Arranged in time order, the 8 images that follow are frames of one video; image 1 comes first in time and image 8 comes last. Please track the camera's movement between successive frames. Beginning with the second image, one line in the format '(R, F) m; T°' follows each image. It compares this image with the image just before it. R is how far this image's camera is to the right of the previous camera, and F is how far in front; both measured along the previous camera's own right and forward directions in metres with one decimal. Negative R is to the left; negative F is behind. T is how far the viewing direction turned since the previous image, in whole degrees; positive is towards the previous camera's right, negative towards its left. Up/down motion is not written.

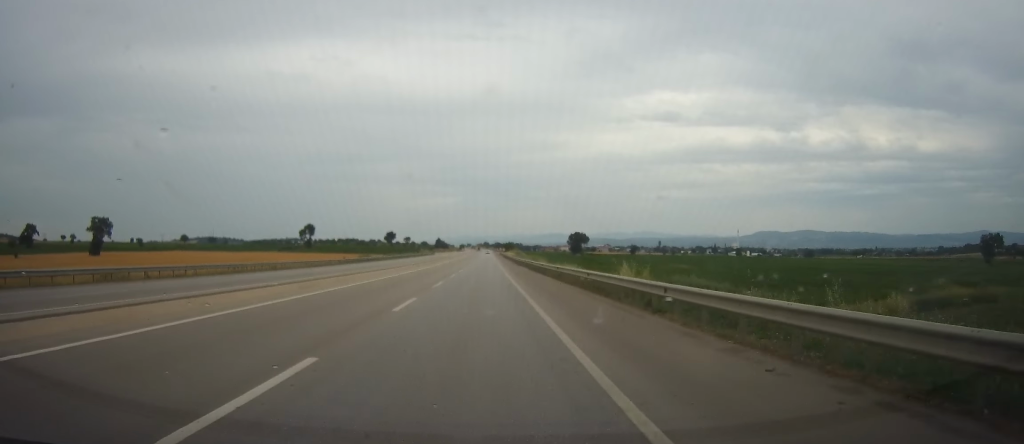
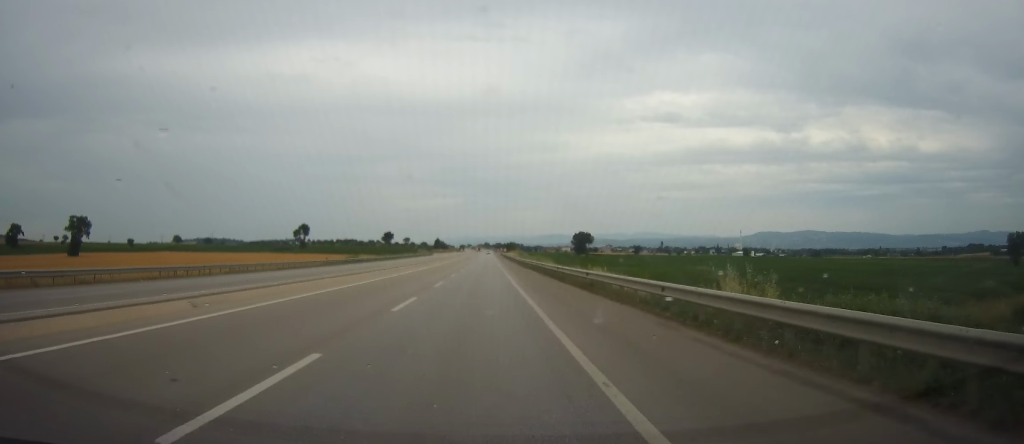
(0.0, +12.2) m; 0°
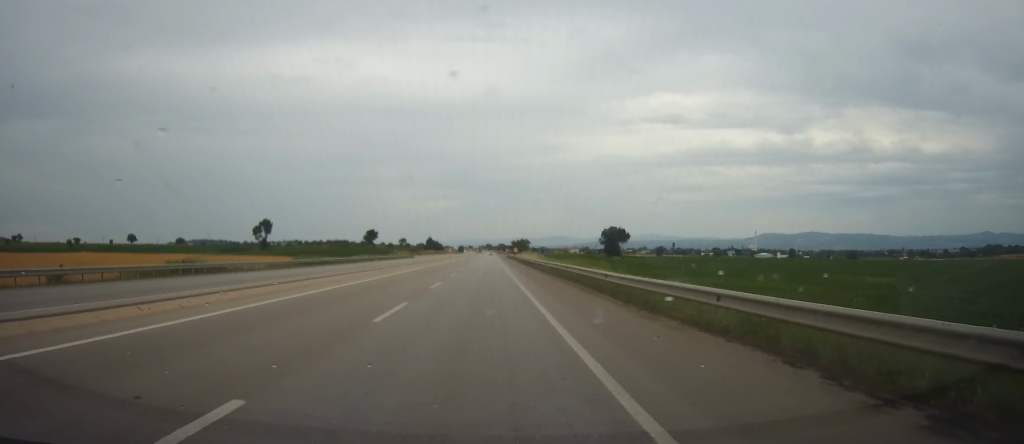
(+0.9, +63.8) m; +1°
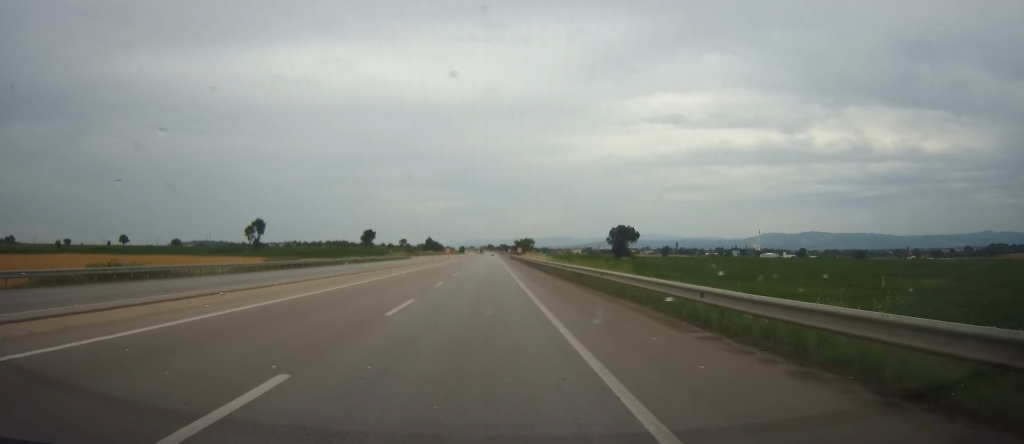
(0.0, +11.2) m; 0°
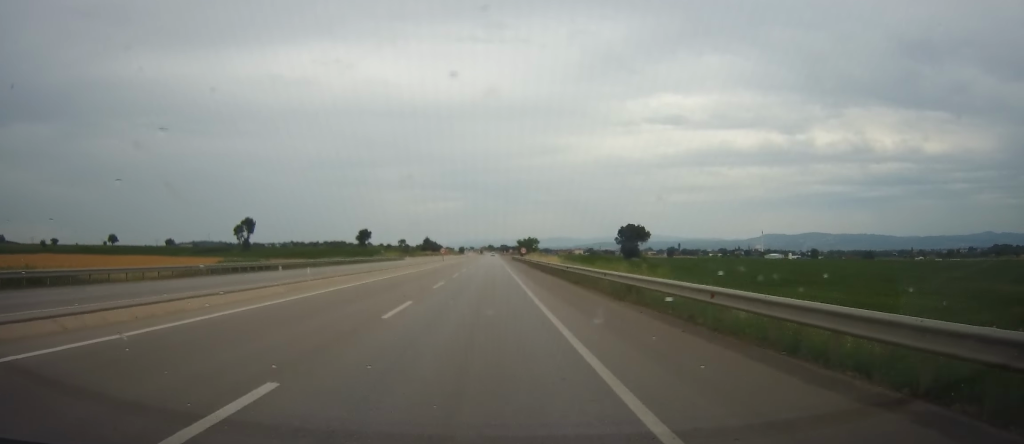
(-0.1, +13.0) m; 0°
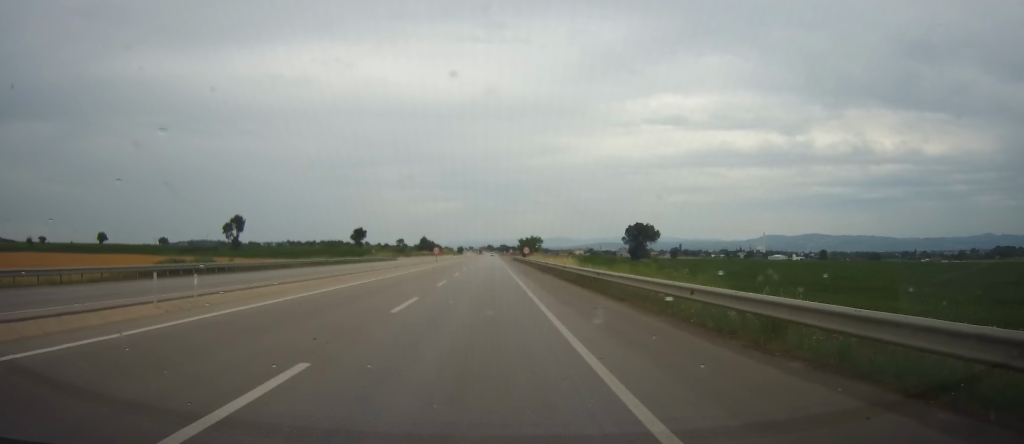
(-0.1, +11.4) m; 0°
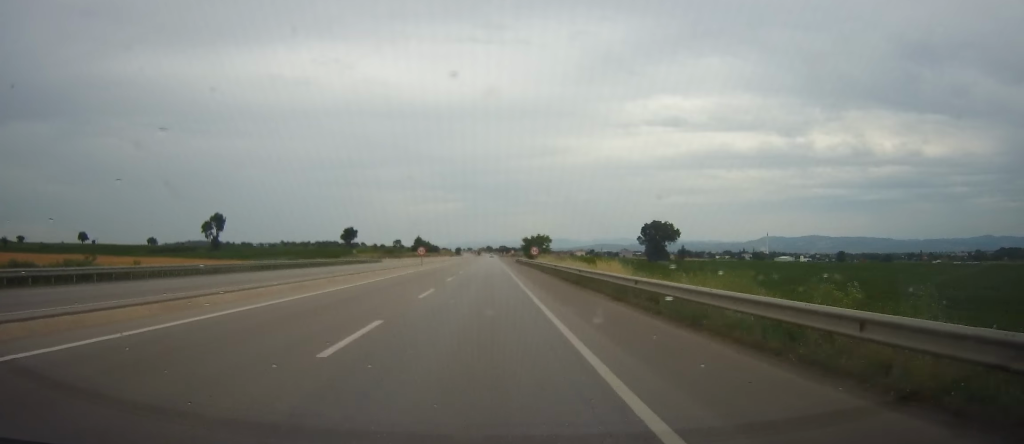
(+0.1, +18.5) m; 0°
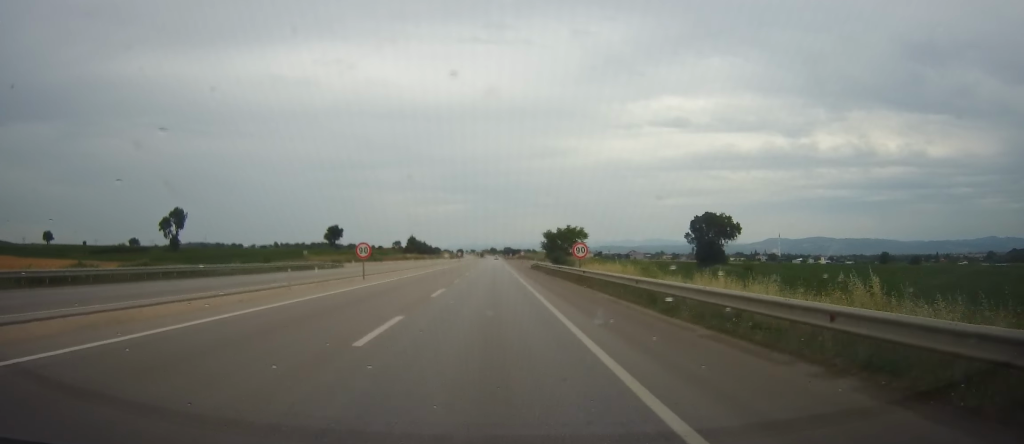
(+0.2, +36.0) m; +1°
